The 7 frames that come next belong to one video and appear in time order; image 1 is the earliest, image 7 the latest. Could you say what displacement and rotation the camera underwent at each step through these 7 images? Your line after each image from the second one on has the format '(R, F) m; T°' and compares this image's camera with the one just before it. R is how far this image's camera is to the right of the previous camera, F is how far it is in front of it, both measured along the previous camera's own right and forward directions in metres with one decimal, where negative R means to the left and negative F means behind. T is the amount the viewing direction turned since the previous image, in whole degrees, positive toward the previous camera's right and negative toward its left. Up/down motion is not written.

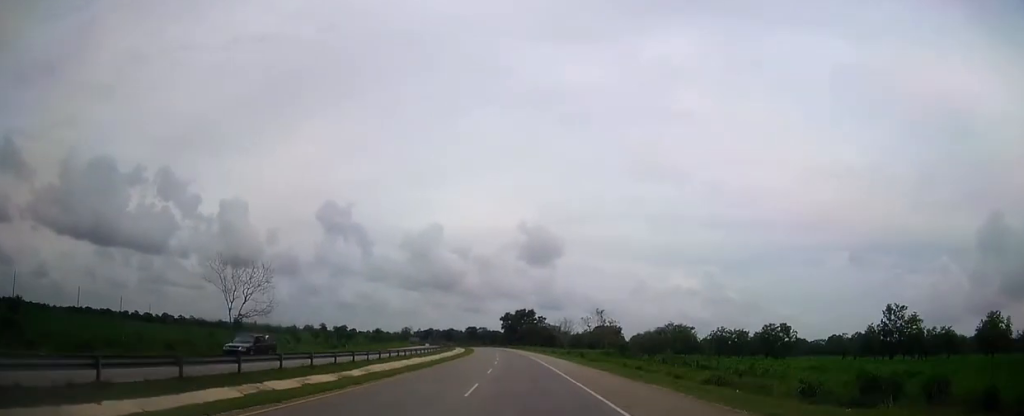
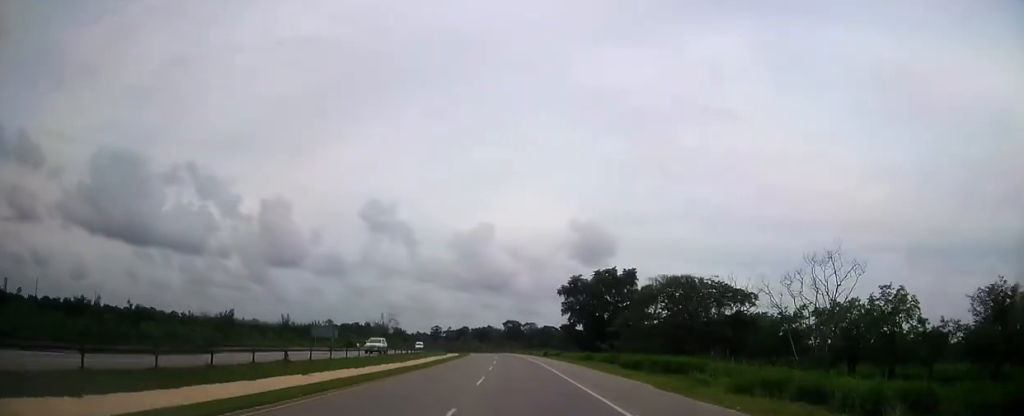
(-6.8, +139.7) m; -6°
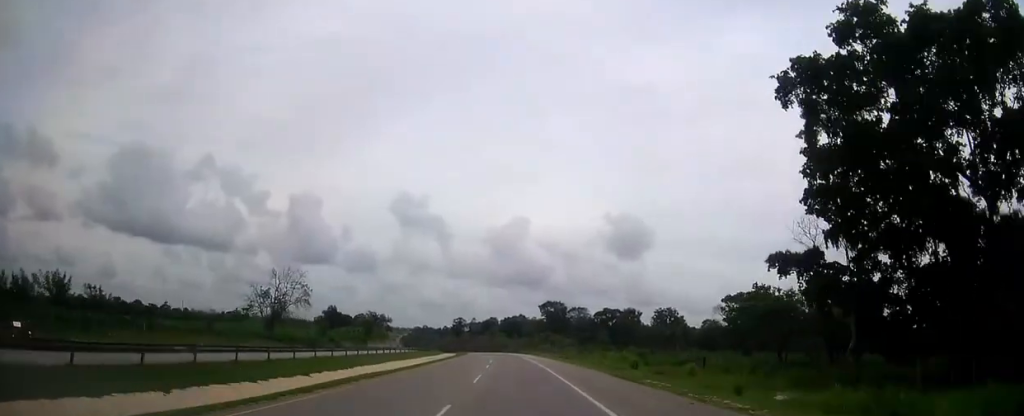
(-2.6, +91.9) m; -4°
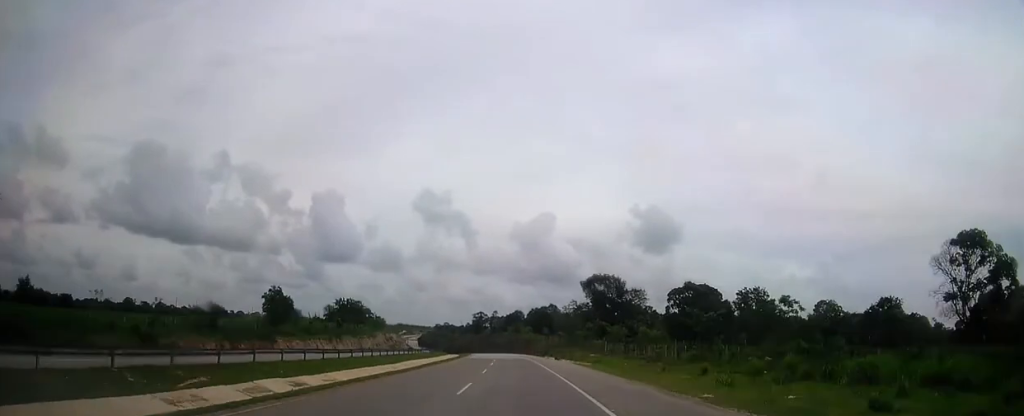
(-1.3, +57.5) m; -2°
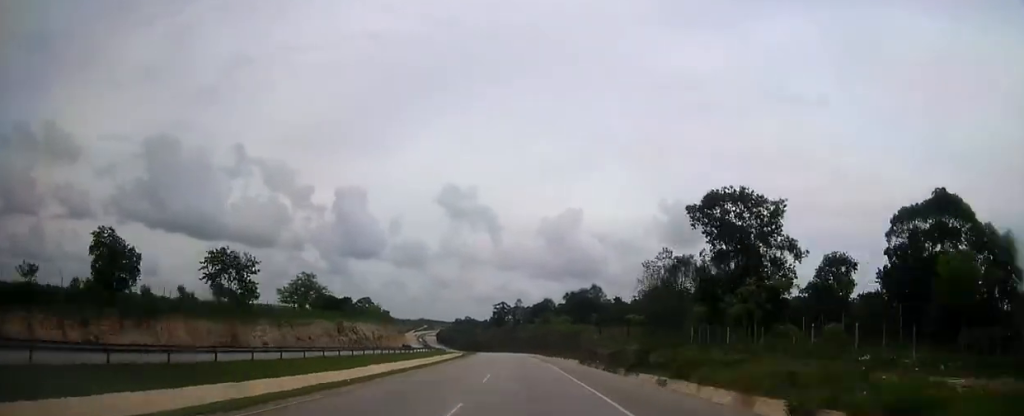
(-1.3, +61.2) m; -2°
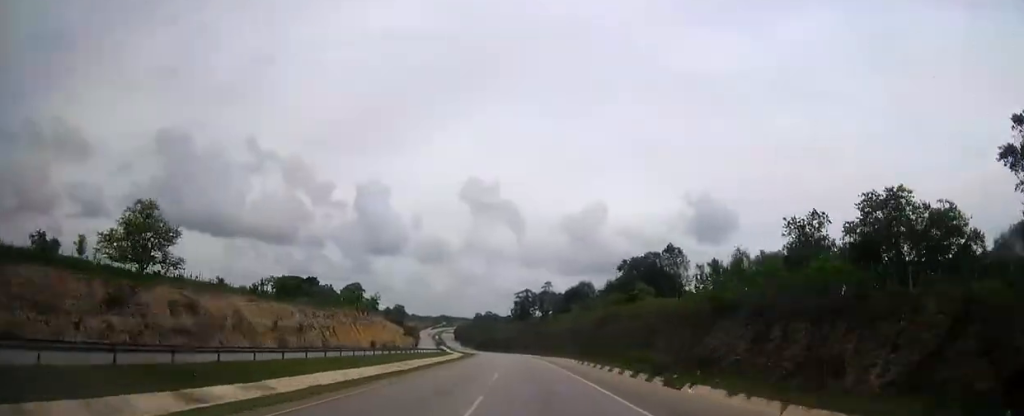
(-1.5, +64.8) m; -3°
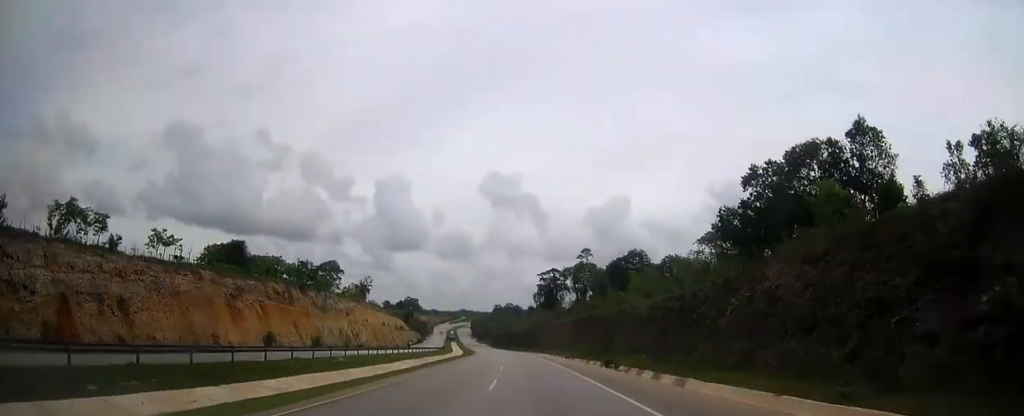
(-0.8, +60.1) m; -2°
